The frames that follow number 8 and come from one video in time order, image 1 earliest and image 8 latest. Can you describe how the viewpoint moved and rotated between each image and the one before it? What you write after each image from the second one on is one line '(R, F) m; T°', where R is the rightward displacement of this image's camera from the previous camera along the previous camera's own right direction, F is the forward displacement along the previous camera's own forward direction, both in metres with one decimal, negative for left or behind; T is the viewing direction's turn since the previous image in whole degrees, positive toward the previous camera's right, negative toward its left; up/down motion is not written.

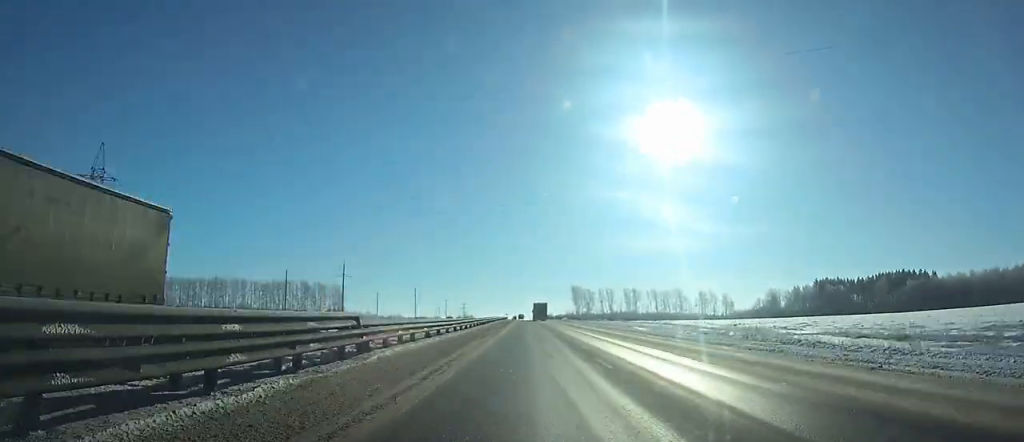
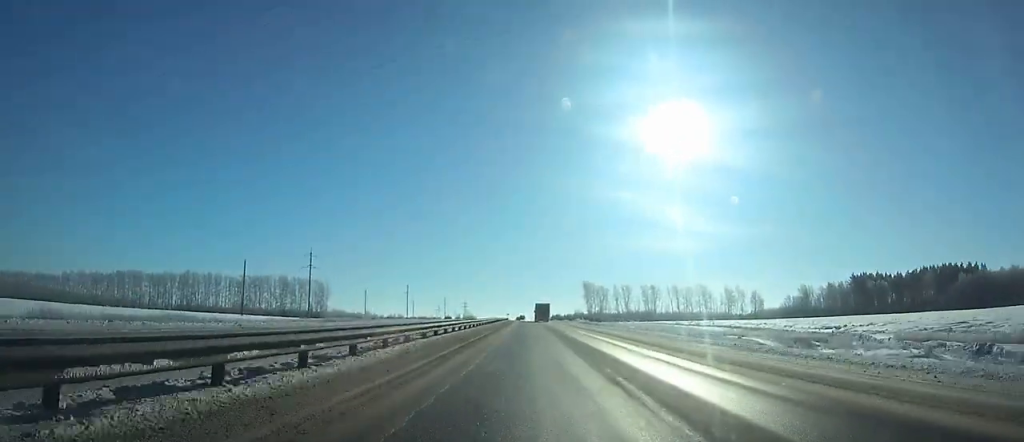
(0.0, +42.8) m; -1°
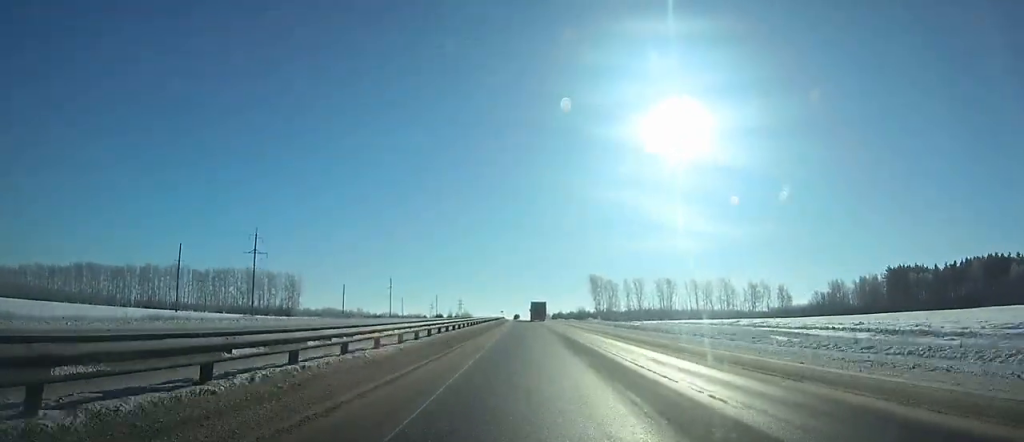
(+0.2, +42.9) m; -1°
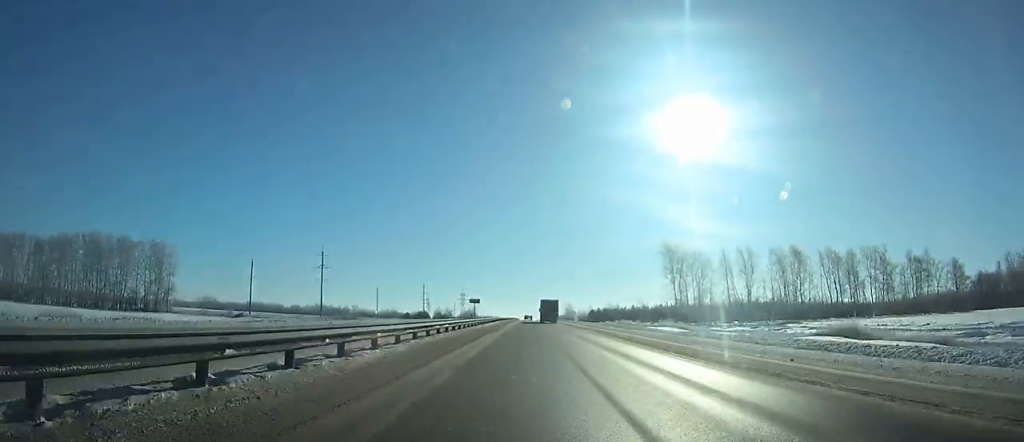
(-2.1, +131.2) m; -1°
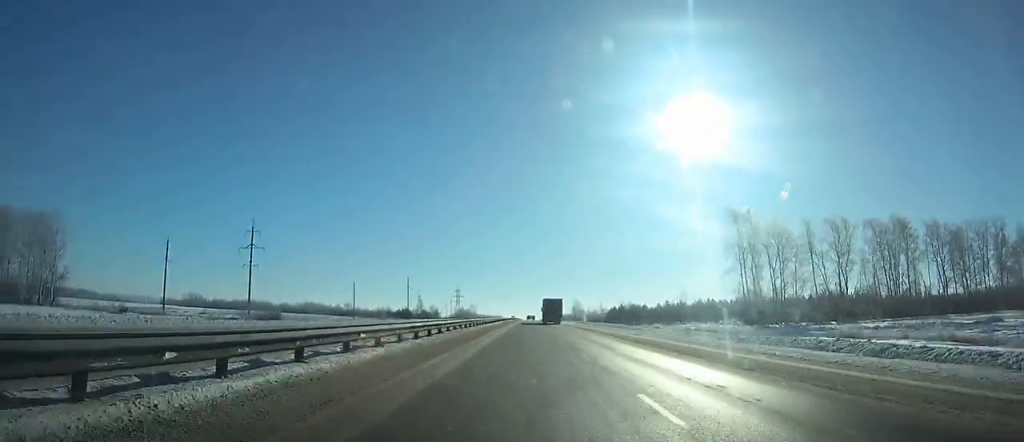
(0.0, +52.8) m; 0°
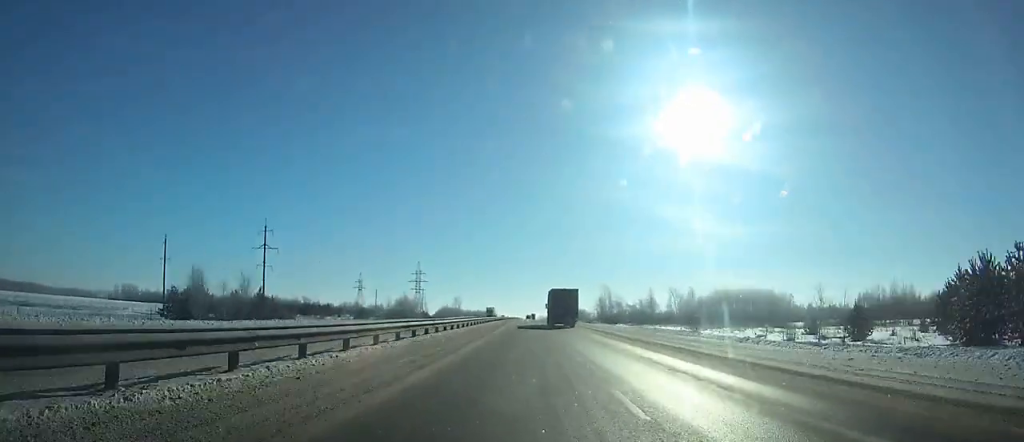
(-0.1, +164.2) m; 0°
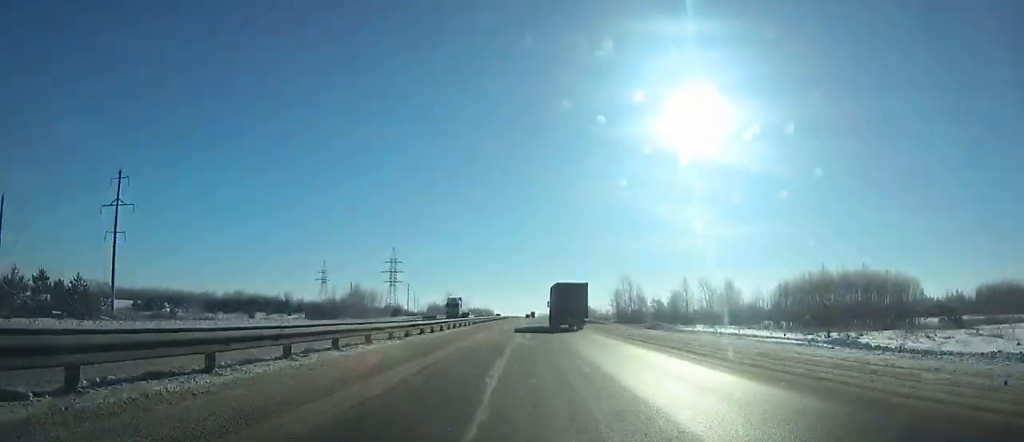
(-0.2, +54.8) m; 0°
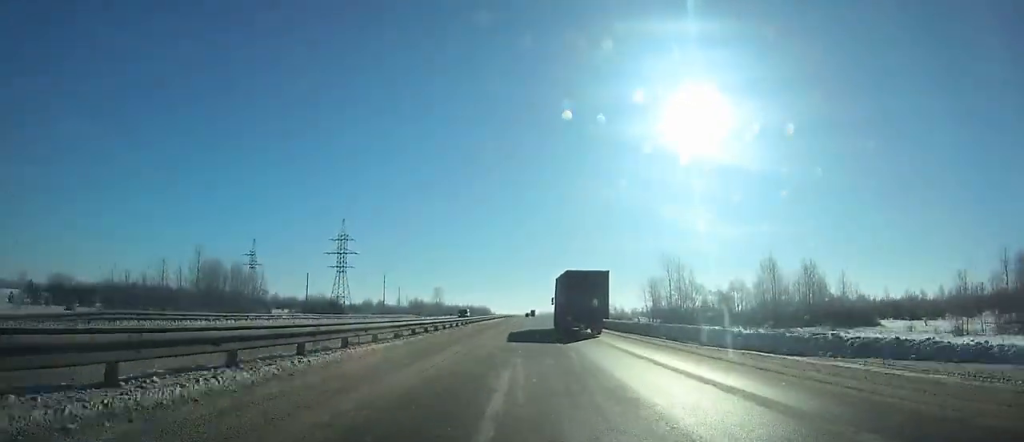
(-0.1, +67.1) m; 0°
